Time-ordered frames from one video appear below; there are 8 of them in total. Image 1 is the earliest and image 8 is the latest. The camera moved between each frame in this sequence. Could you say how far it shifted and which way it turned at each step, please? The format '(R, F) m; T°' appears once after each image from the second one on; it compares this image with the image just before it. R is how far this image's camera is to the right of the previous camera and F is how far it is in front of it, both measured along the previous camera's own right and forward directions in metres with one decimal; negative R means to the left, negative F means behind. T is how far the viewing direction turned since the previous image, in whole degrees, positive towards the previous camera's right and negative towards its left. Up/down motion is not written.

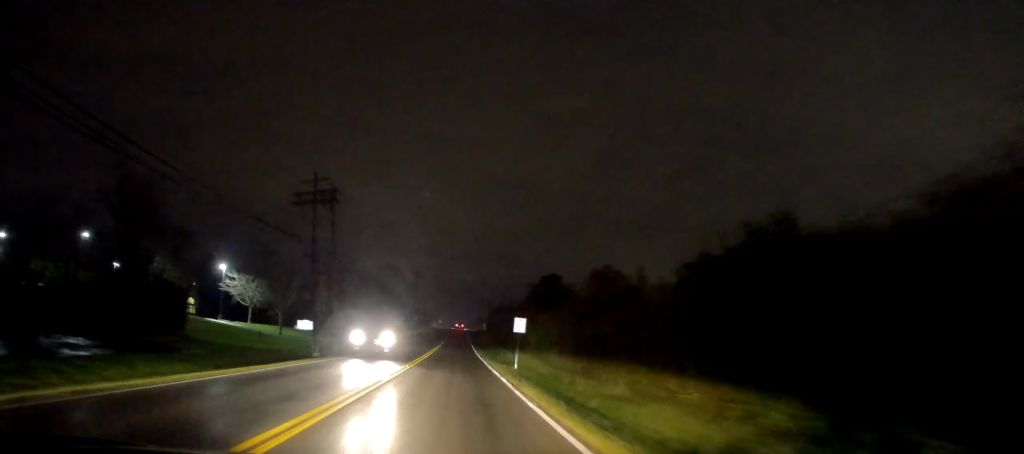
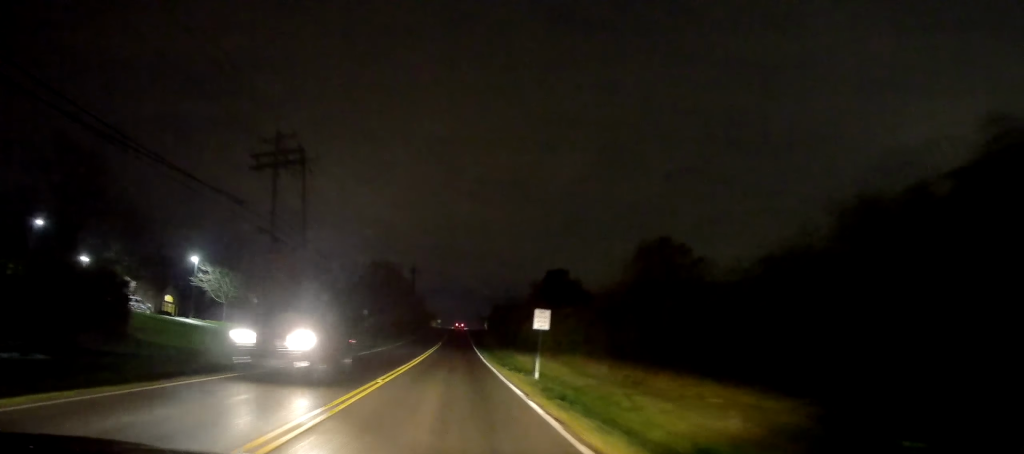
(+0.1, +8.3) m; +1°
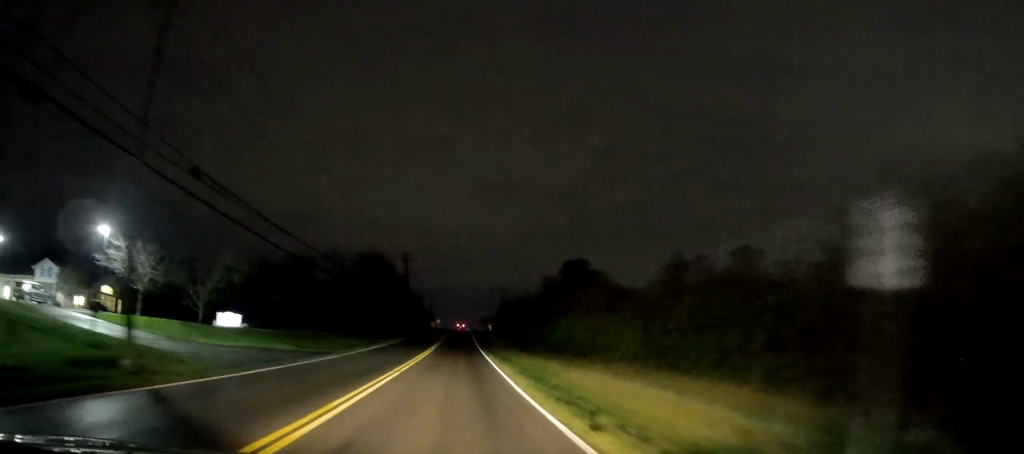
(+0.1, +19.5) m; -1°
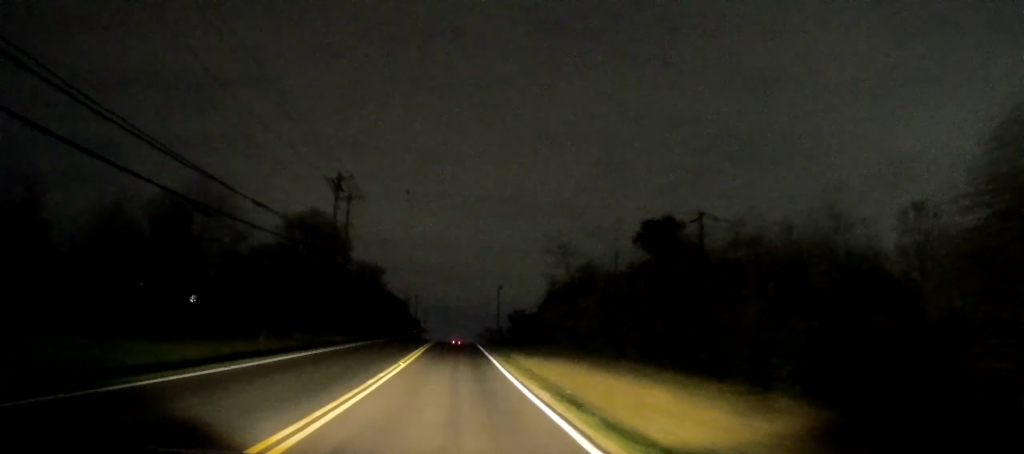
(-0.3, +46.9) m; 0°
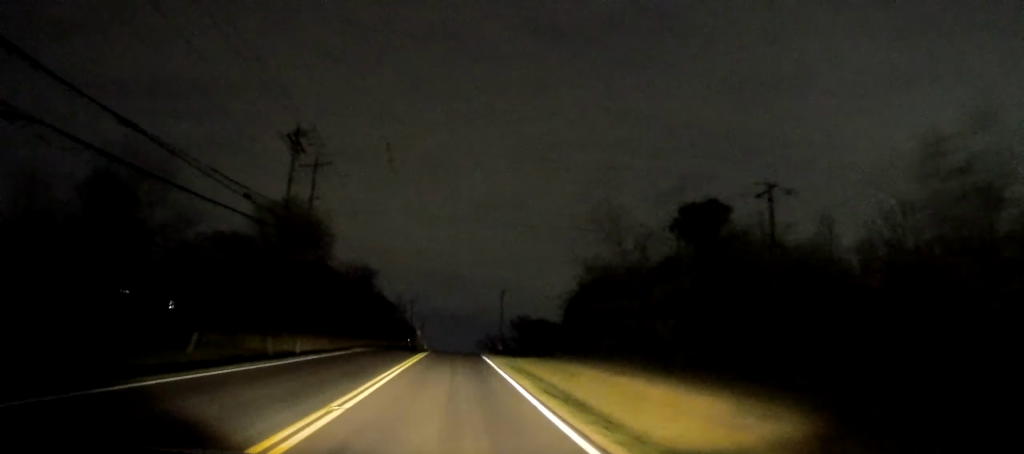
(-0.2, +11.7) m; 0°
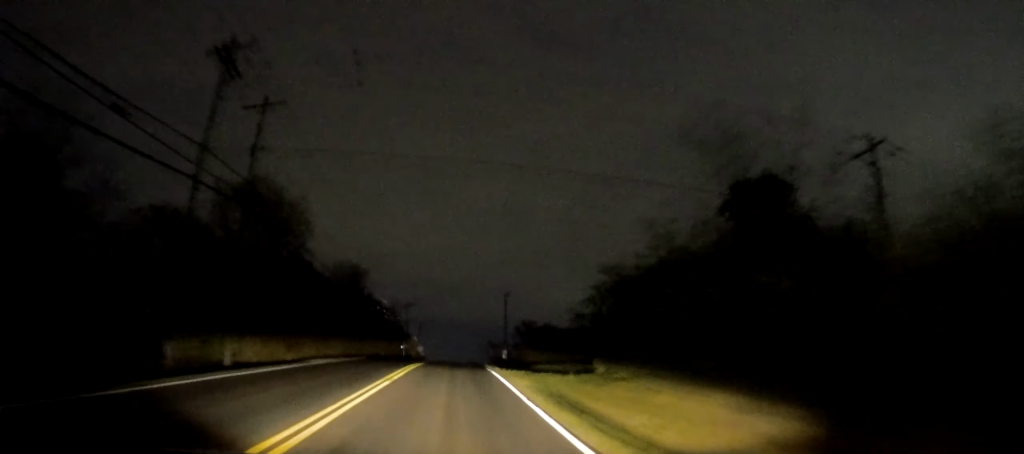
(0.0, +10.4) m; 0°
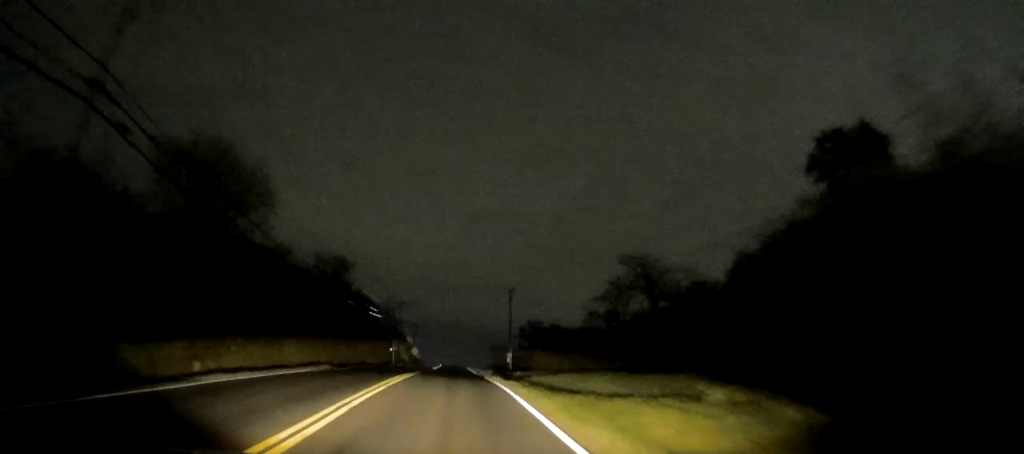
(+0.2, +11.6) m; 0°
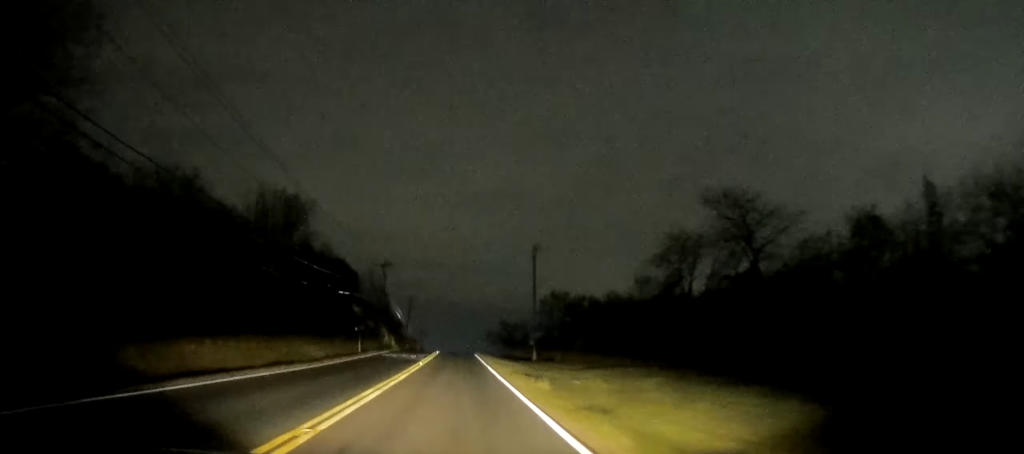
(-0.2, +25.6) m; 0°
